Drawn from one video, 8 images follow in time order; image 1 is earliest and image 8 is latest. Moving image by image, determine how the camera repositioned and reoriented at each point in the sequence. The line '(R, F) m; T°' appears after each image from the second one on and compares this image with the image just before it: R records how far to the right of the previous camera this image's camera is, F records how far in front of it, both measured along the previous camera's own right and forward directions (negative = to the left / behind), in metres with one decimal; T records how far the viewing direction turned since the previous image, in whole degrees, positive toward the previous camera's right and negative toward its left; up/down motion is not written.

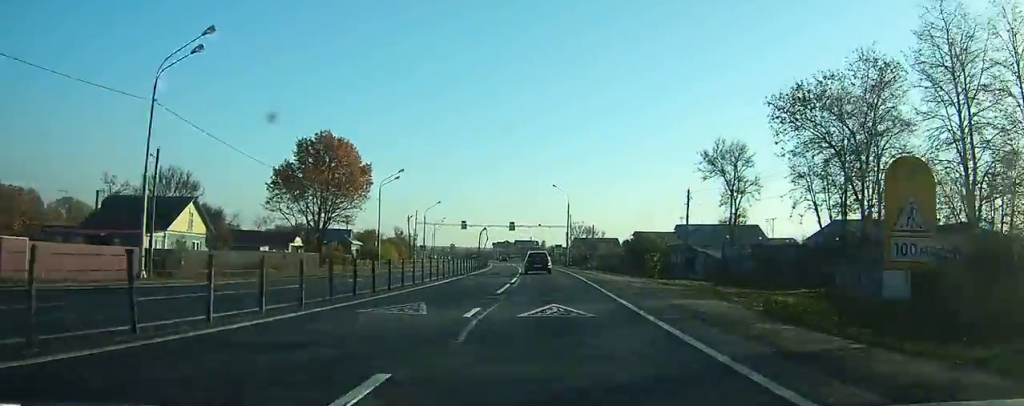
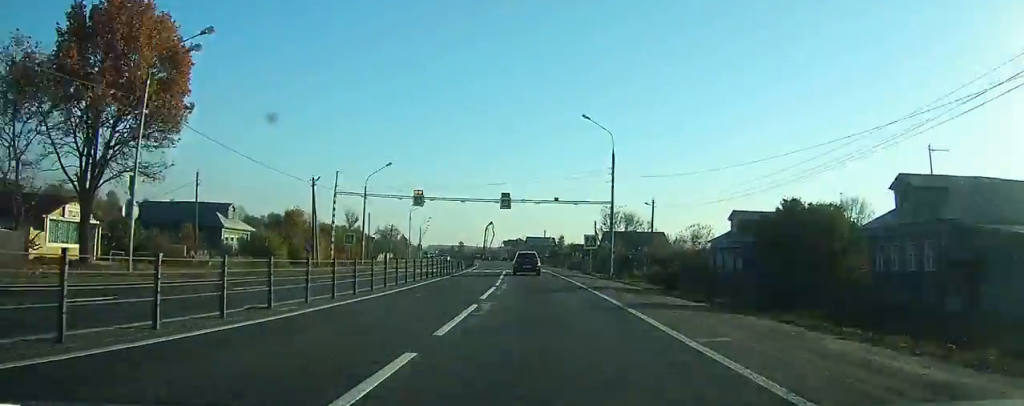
(-0.4, +43.0) m; -1°
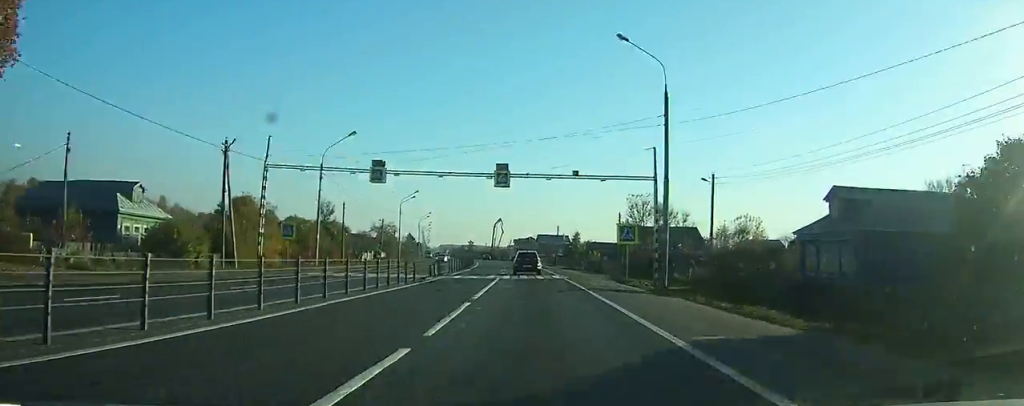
(-0.1, +16.2) m; -1°
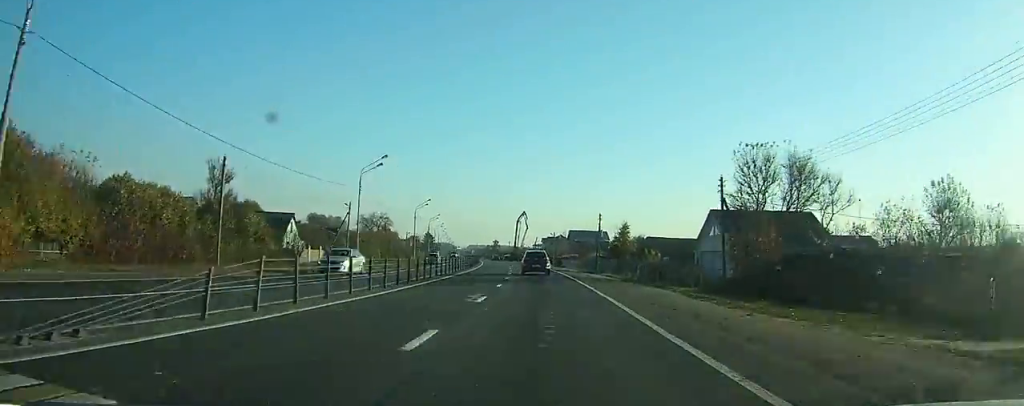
(-0.5, +33.6) m; -2°
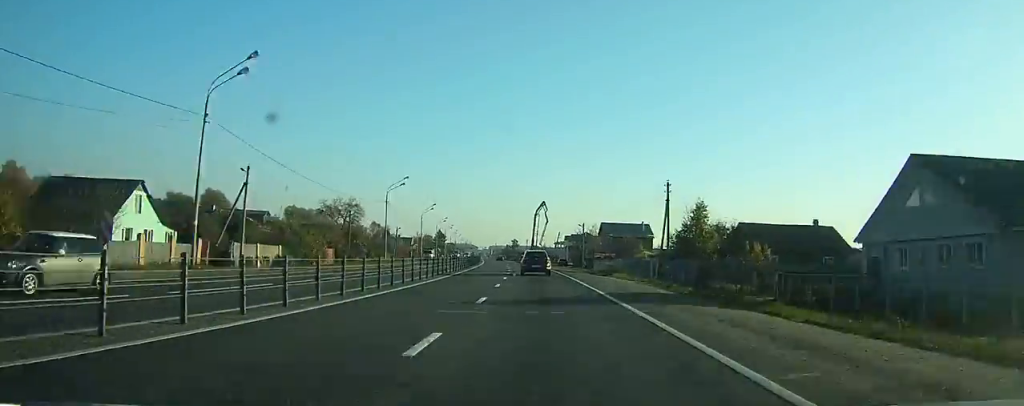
(-0.7, +32.5) m; -3°
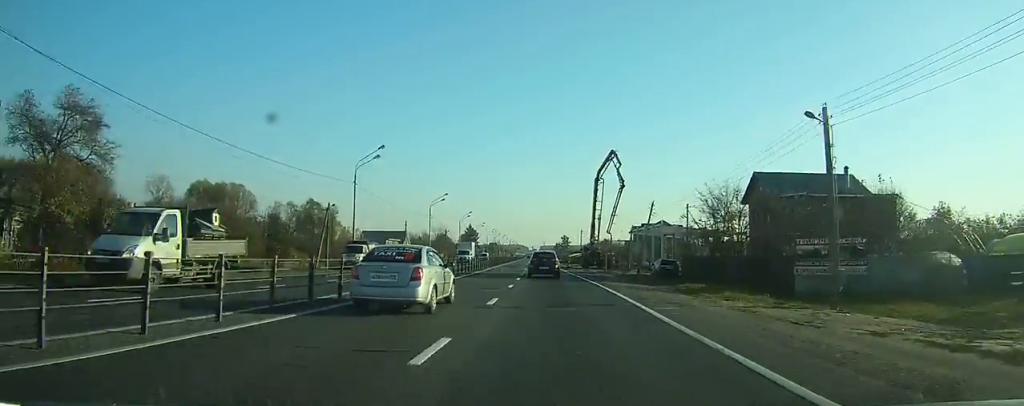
(-2.7, +65.6) m; -5°
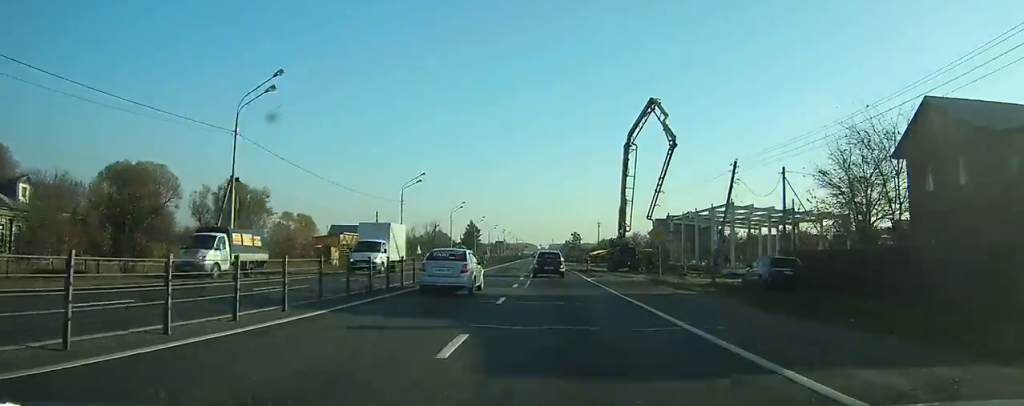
(-0.5, +24.3) m; -1°
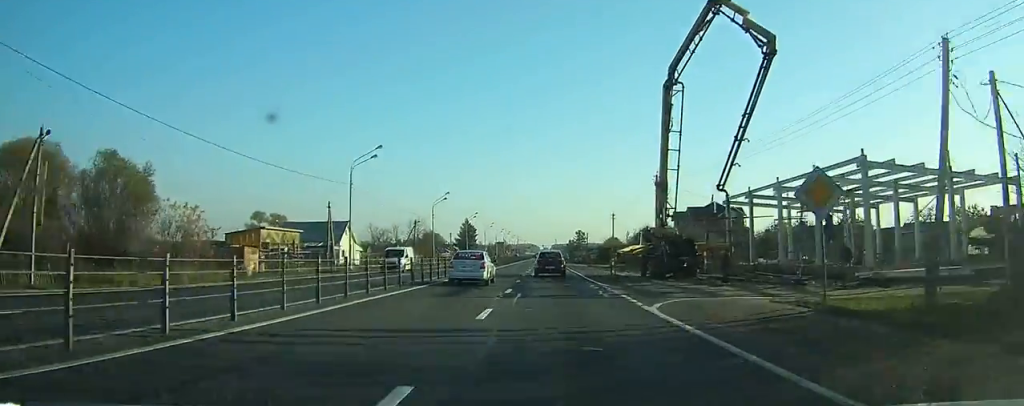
(-0.2, +20.6) m; -1°
